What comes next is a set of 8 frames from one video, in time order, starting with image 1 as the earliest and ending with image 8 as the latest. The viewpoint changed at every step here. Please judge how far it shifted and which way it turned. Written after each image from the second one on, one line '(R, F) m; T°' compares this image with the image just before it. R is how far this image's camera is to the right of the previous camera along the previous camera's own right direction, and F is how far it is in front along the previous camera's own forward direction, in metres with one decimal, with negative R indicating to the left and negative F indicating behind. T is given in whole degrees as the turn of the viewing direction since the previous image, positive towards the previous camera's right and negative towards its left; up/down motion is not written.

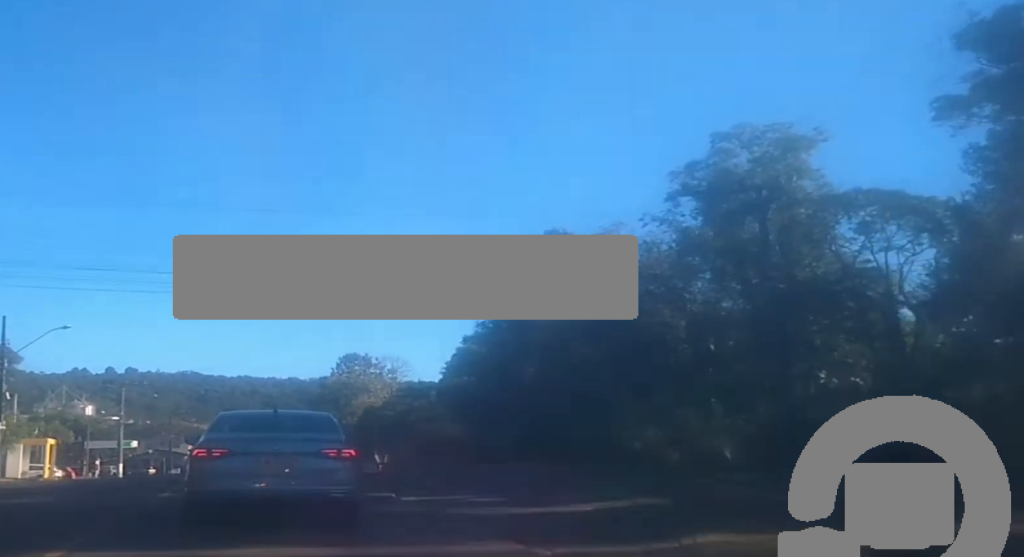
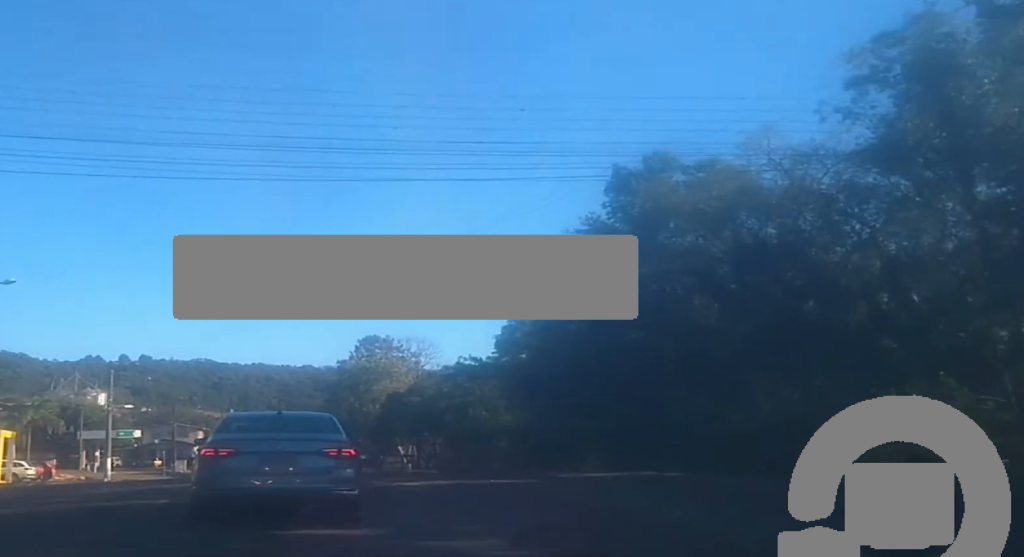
(-0.1, +11.4) m; -4°
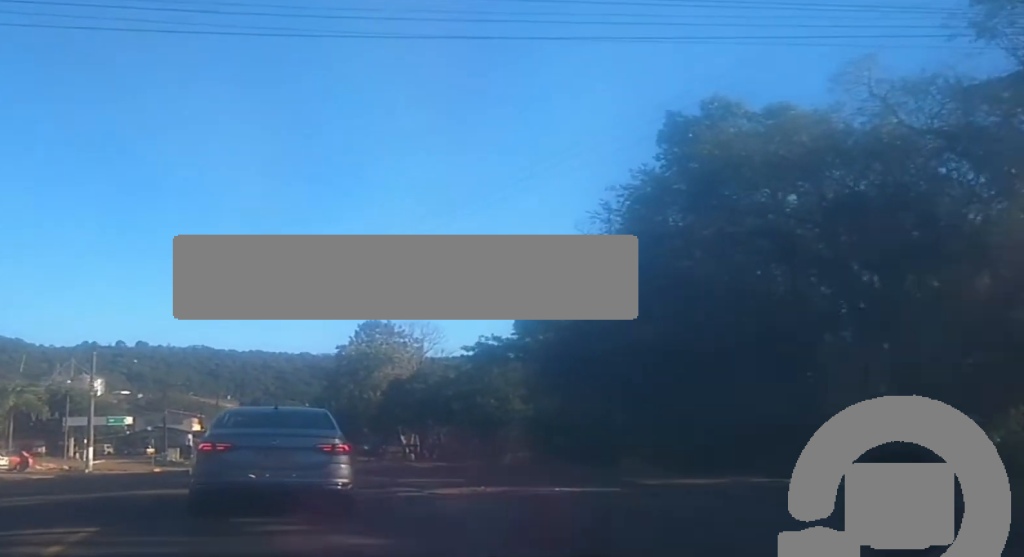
(0.0, +5.5) m; +1°
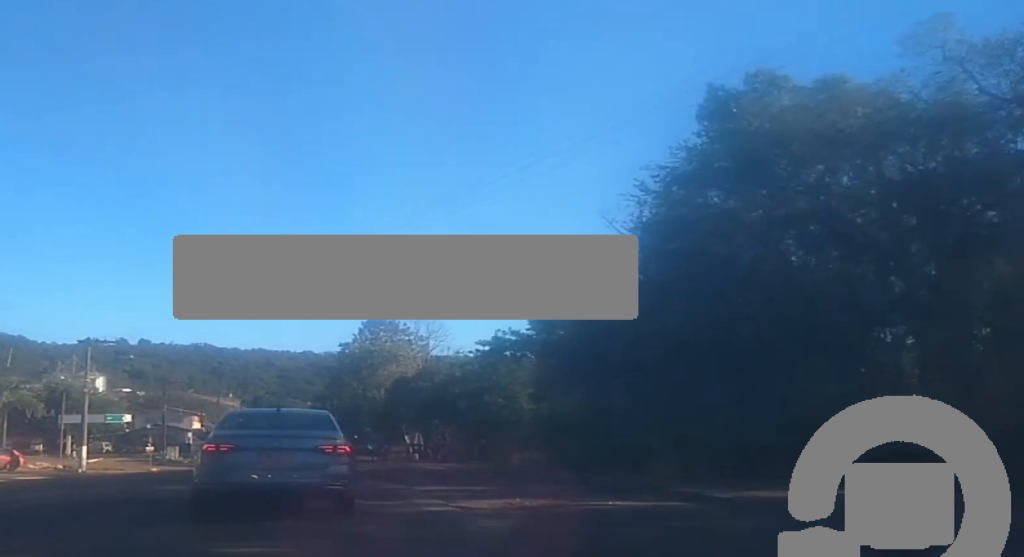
(0.0, +2.7) m; +1°
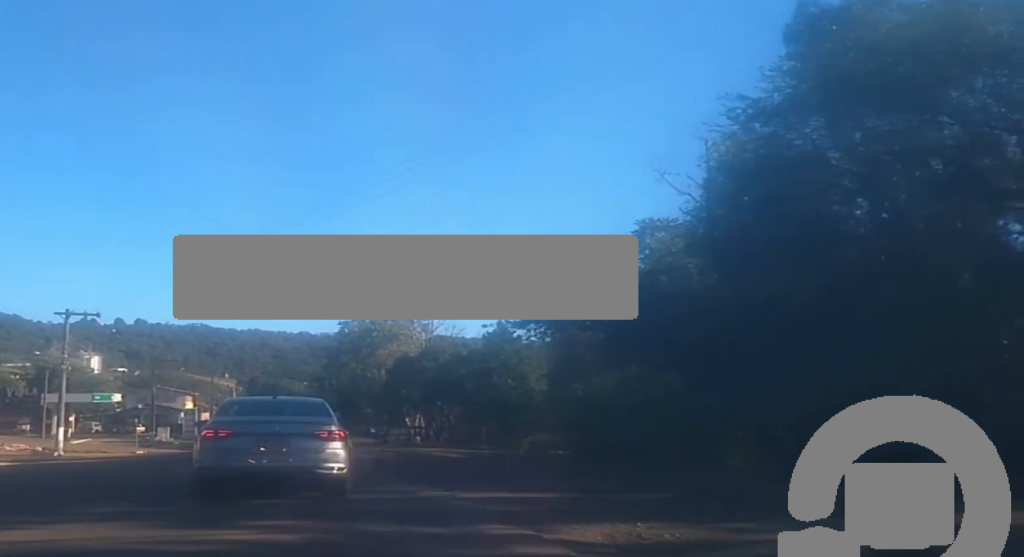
(+0.2, +5.5) m; +2°
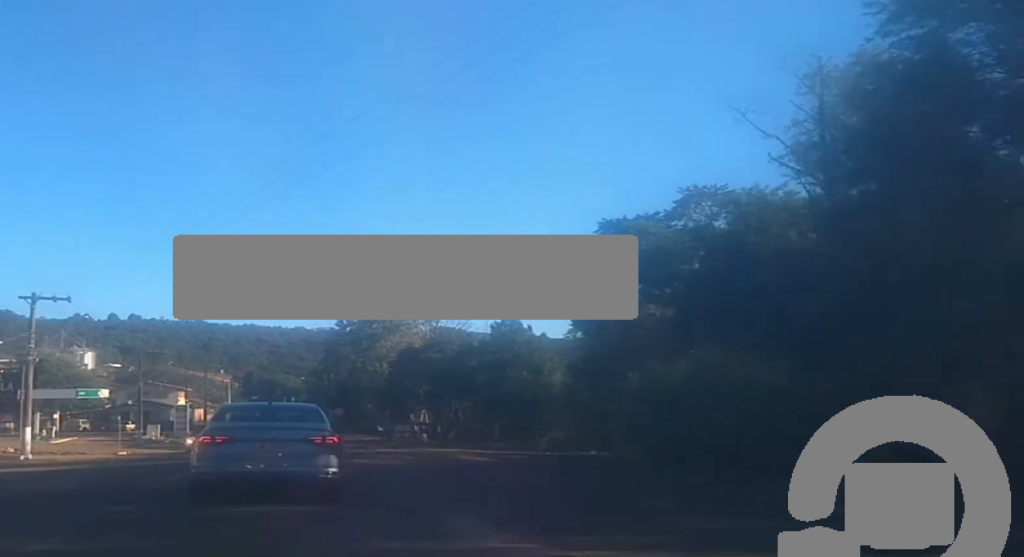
(0.0, +6.6) m; -2°
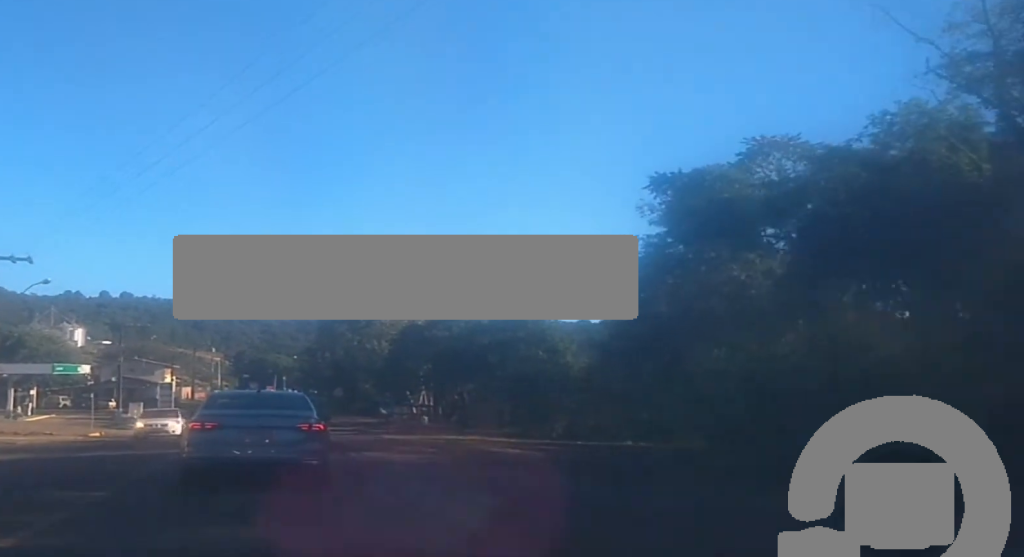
(-0.3, +6.8) m; -1°
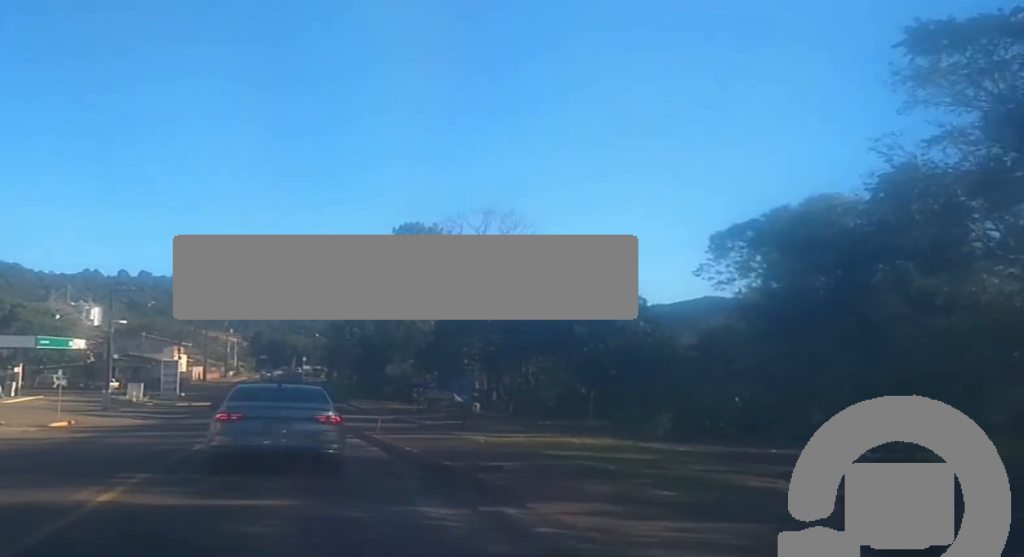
(+0.6, +15.3) m; +2°
